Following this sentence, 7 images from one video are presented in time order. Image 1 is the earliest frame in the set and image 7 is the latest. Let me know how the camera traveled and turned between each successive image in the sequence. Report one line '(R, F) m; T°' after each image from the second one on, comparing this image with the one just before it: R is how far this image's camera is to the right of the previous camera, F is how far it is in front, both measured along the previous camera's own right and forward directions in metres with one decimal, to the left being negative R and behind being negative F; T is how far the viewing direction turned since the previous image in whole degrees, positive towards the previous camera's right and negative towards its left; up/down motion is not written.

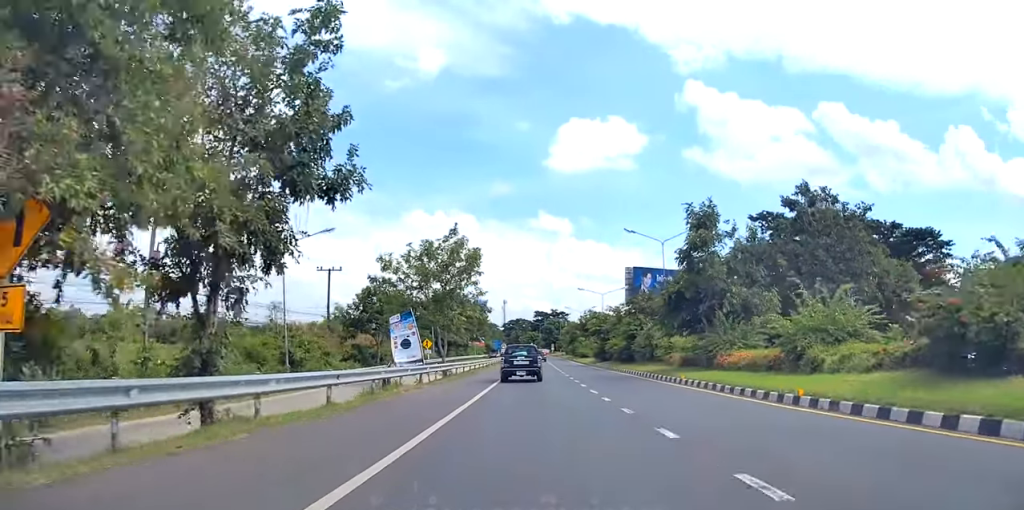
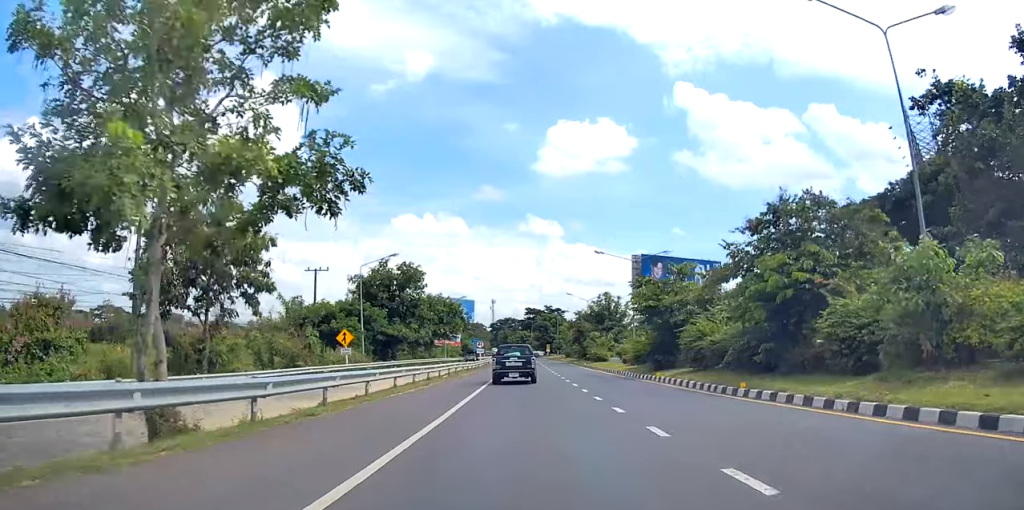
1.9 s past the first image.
(+0.7, +33.6) m; +1°
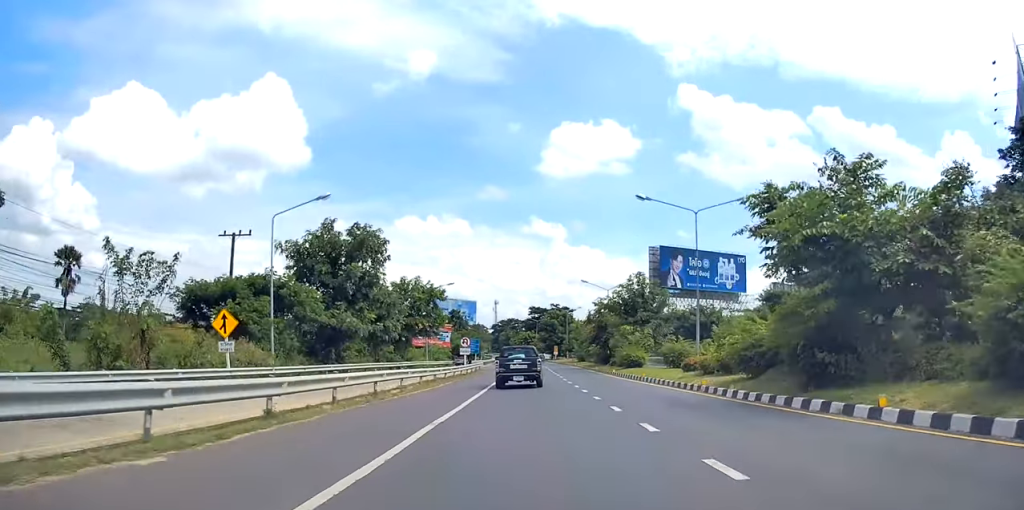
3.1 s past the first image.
(0.0, +19.9) m; 0°
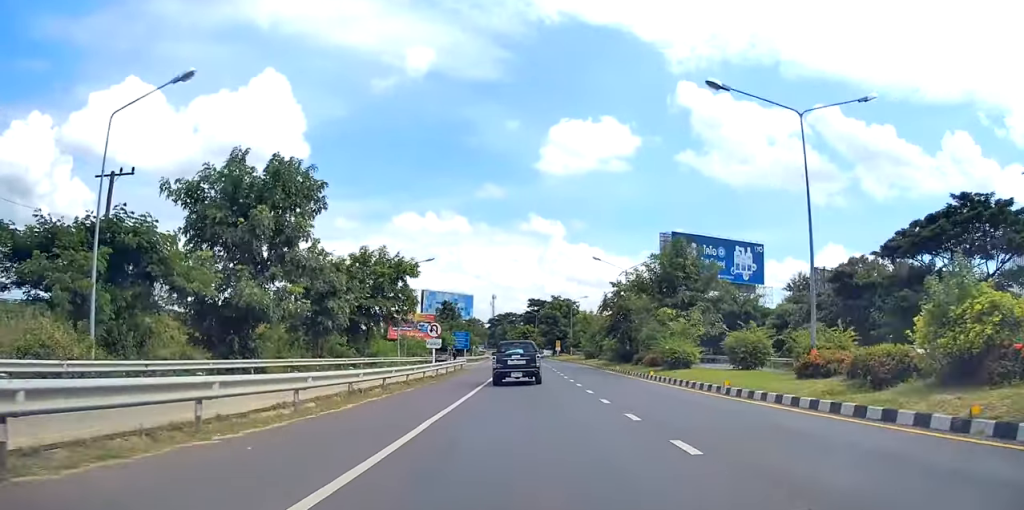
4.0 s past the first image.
(0.0, +15.2) m; 0°
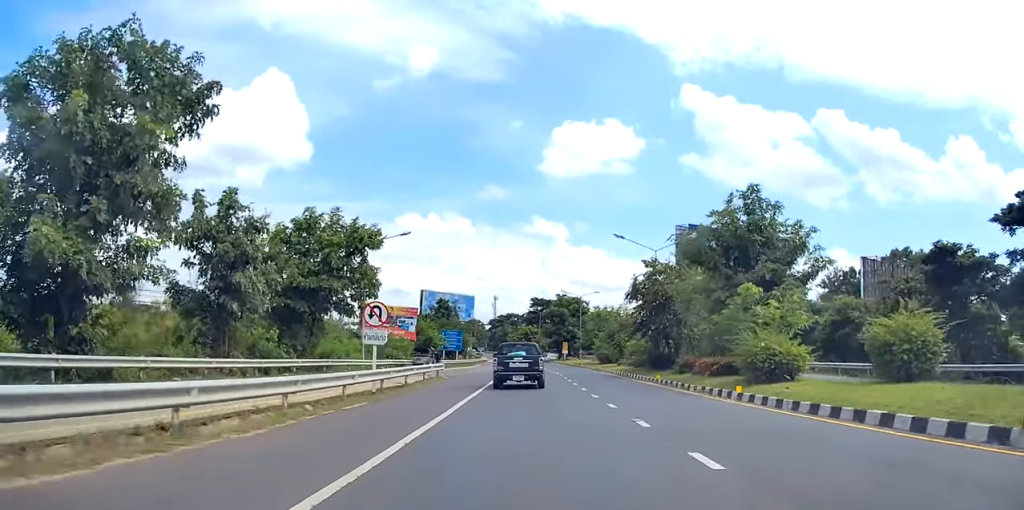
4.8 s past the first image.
(0.0, +12.7) m; 0°
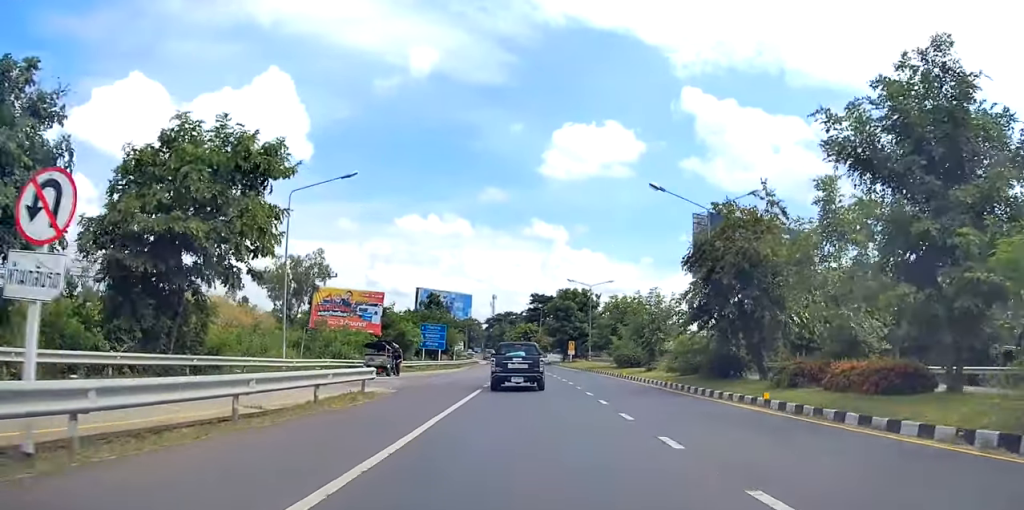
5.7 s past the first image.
(0.0, +14.3) m; 0°
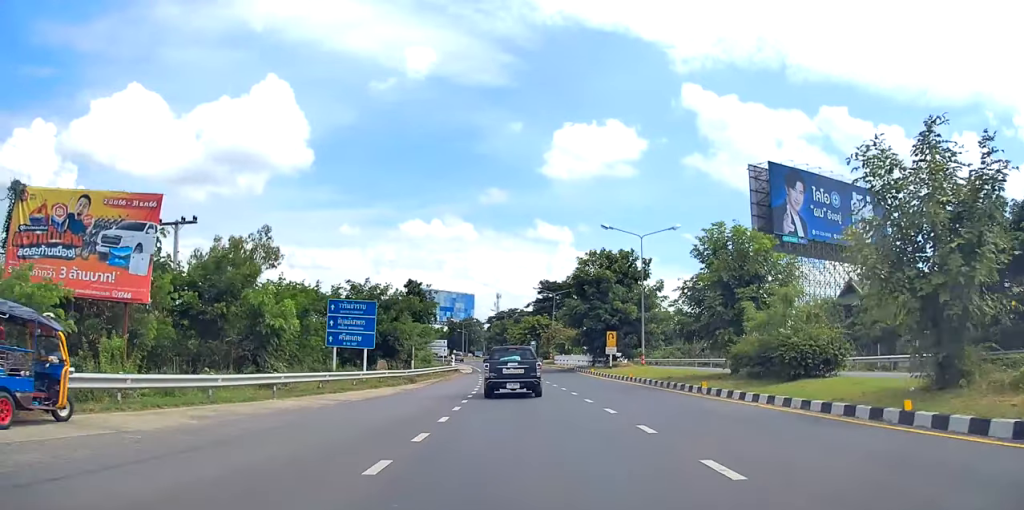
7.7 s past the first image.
(0.0, +30.6) m; 0°
